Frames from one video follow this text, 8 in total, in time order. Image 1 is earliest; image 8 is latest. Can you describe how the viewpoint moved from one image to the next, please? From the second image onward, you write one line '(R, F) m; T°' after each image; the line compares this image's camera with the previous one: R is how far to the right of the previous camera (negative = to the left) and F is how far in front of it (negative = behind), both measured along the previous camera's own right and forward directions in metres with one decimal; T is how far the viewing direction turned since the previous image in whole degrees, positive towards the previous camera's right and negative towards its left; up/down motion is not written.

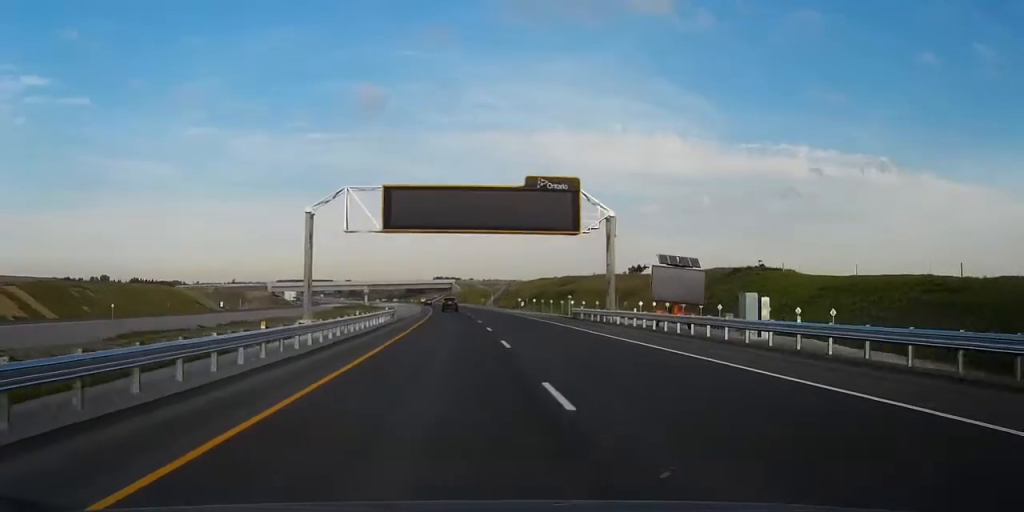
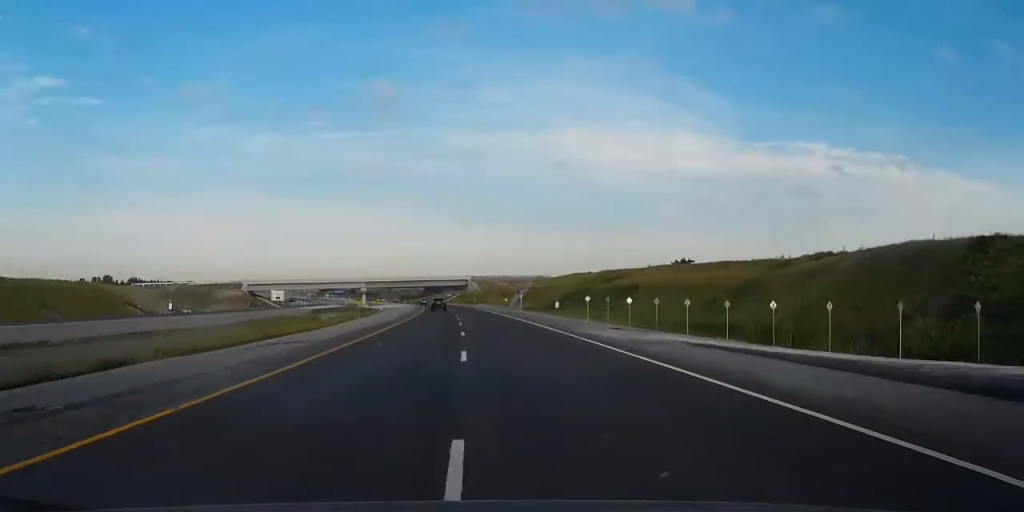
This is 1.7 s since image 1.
(-0.5, +52.3) m; -1°
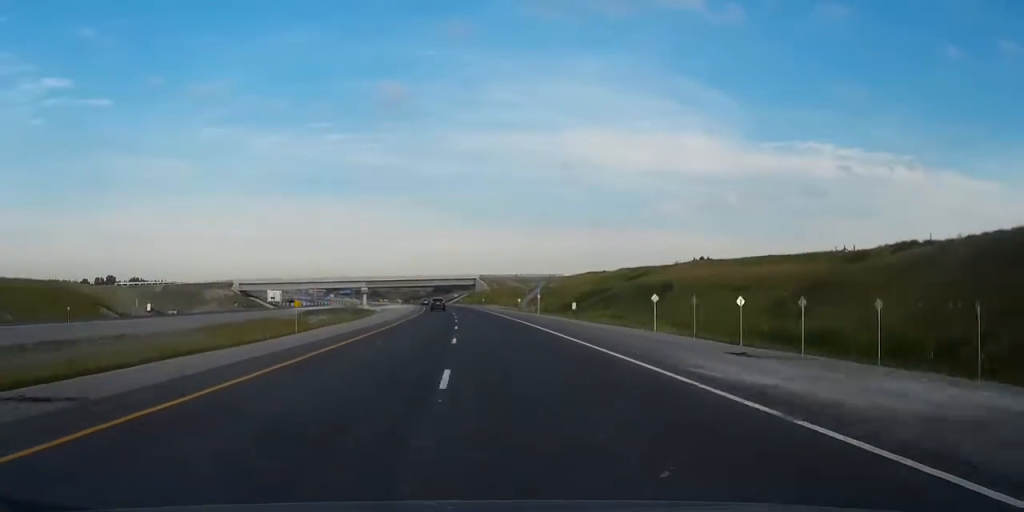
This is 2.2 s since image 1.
(-0.1, +16.7) m; 0°
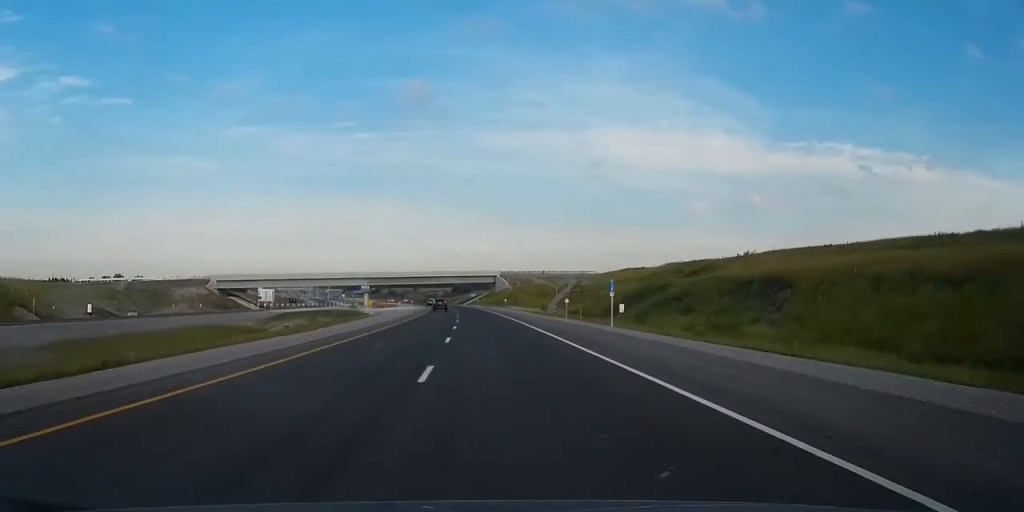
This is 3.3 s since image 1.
(-0.1, +34.6) m; -2°
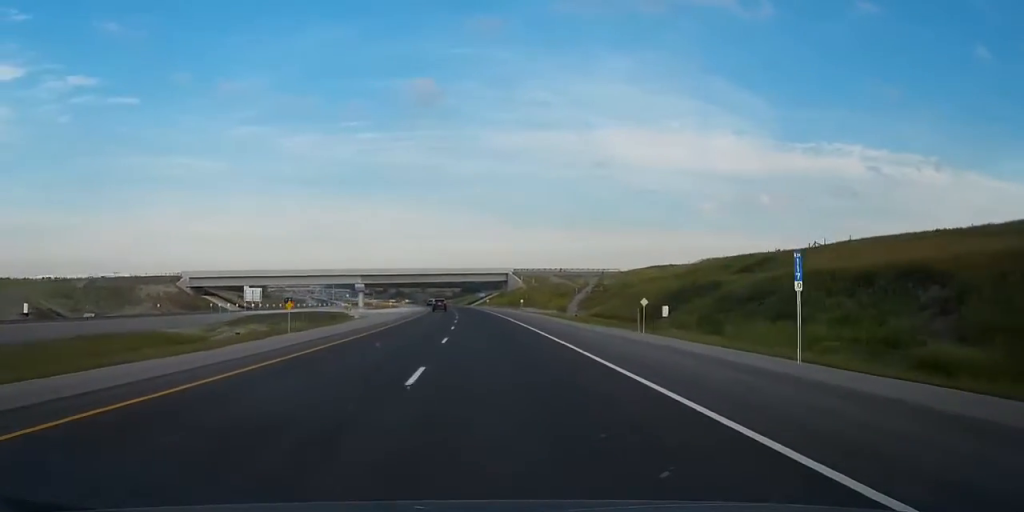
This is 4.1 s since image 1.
(-0.5, +24.4) m; -1°
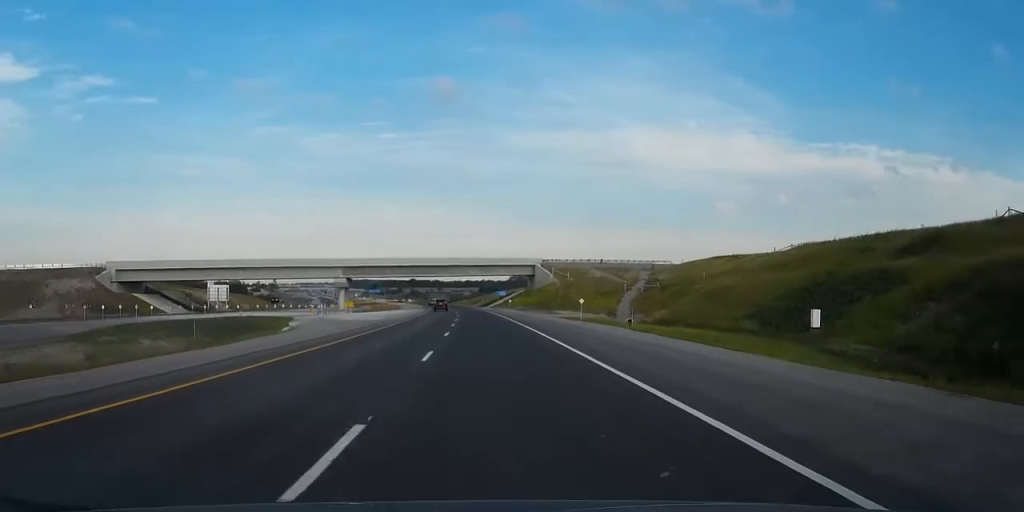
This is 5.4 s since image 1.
(-0.6, +43.7) m; -1°
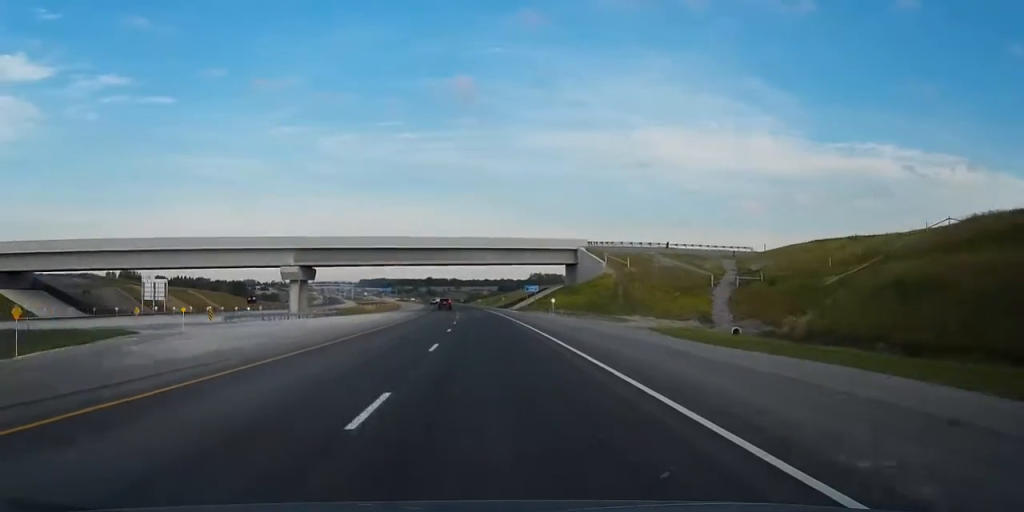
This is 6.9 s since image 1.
(-0.6, +45.5) m; -1°
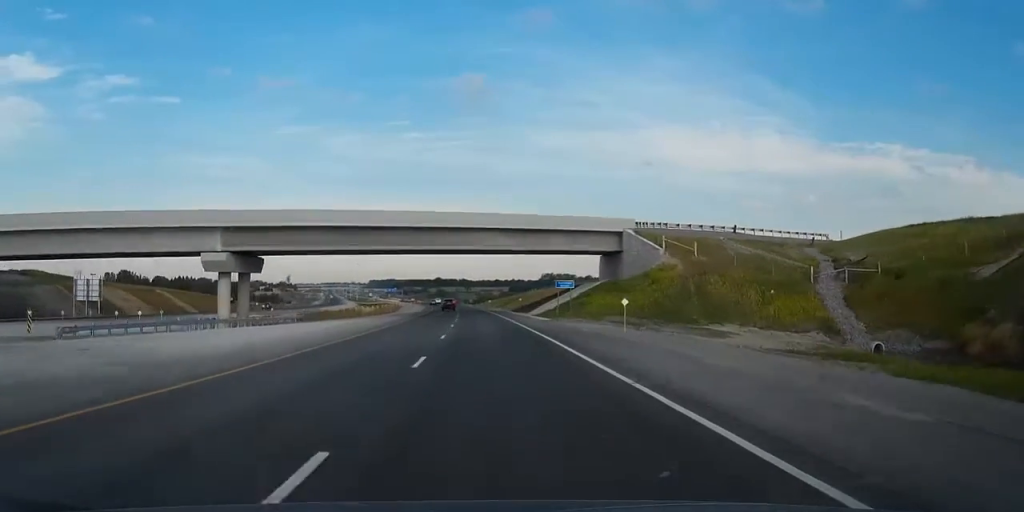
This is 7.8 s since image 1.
(-0.2, +28.4) m; -1°
